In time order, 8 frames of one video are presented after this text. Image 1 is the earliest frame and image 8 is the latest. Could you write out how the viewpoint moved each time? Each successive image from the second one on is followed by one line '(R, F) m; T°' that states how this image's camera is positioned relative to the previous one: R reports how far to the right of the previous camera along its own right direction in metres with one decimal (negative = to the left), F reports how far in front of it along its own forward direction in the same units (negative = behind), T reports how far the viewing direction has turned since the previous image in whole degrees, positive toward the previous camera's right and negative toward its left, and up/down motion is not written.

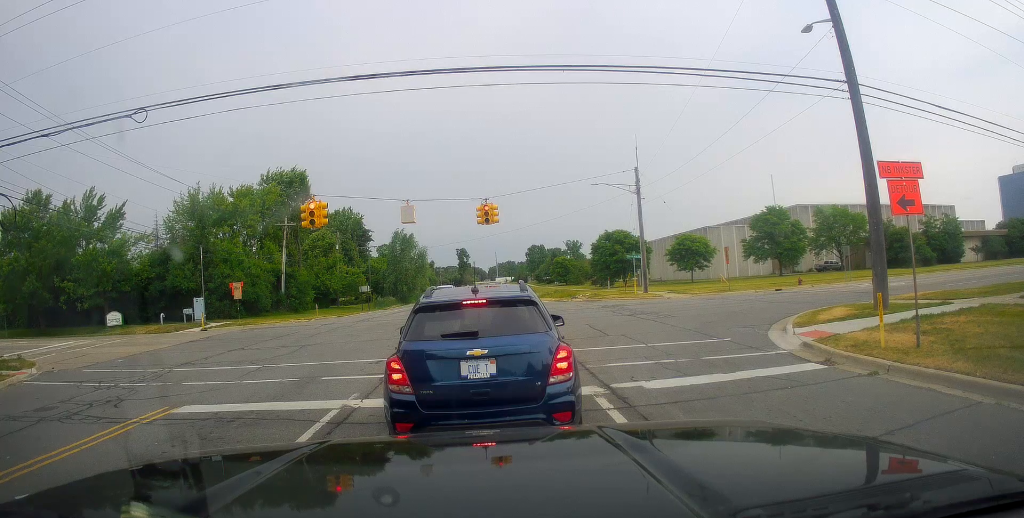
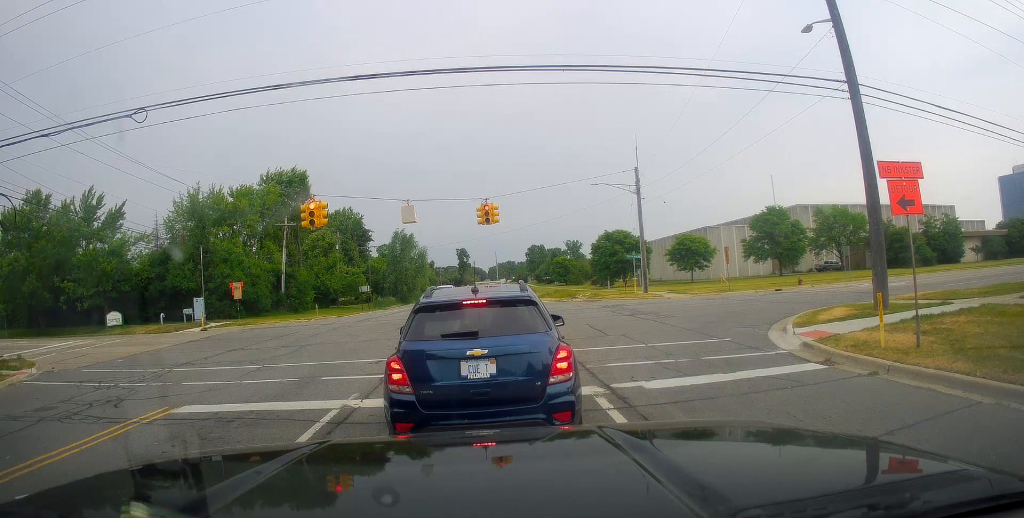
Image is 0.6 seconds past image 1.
(0.0, 0.0) m; 0°
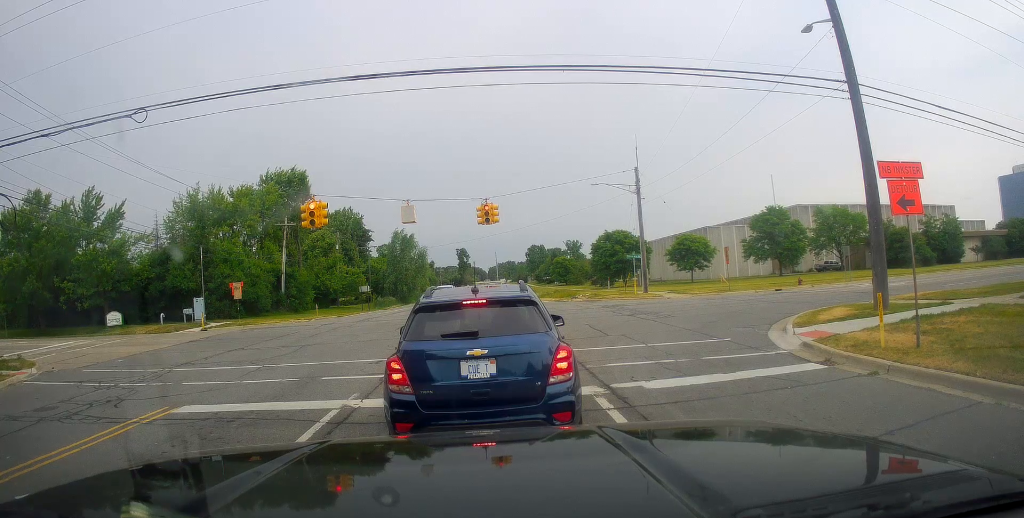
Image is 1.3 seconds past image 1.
(0.0, 0.0) m; 0°
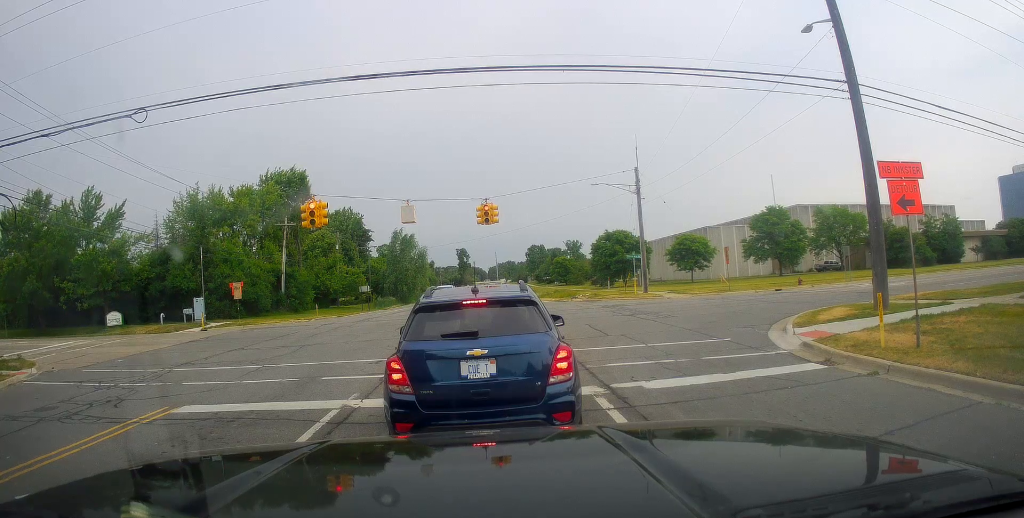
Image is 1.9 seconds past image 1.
(0.0, 0.0) m; 0°
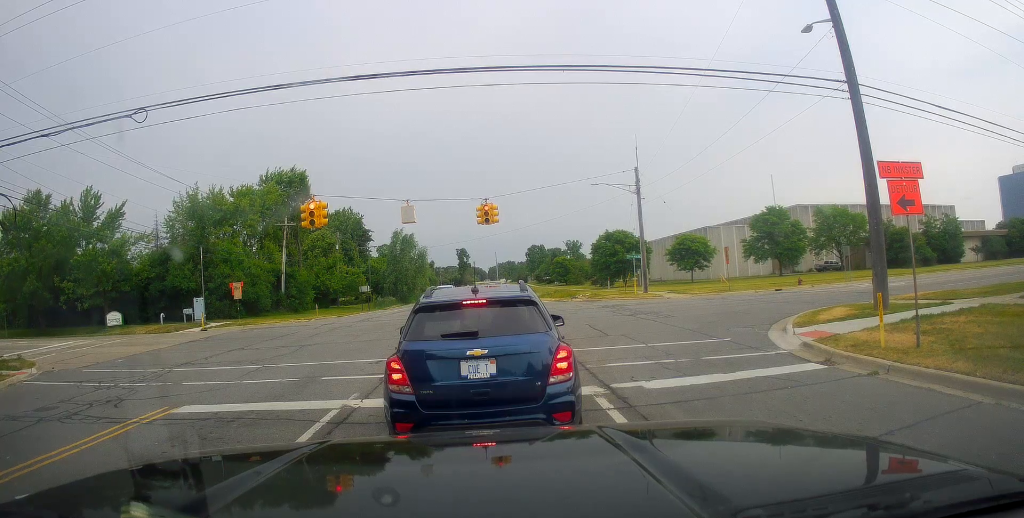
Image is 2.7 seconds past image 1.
(0.0, 0.0) m; 0°
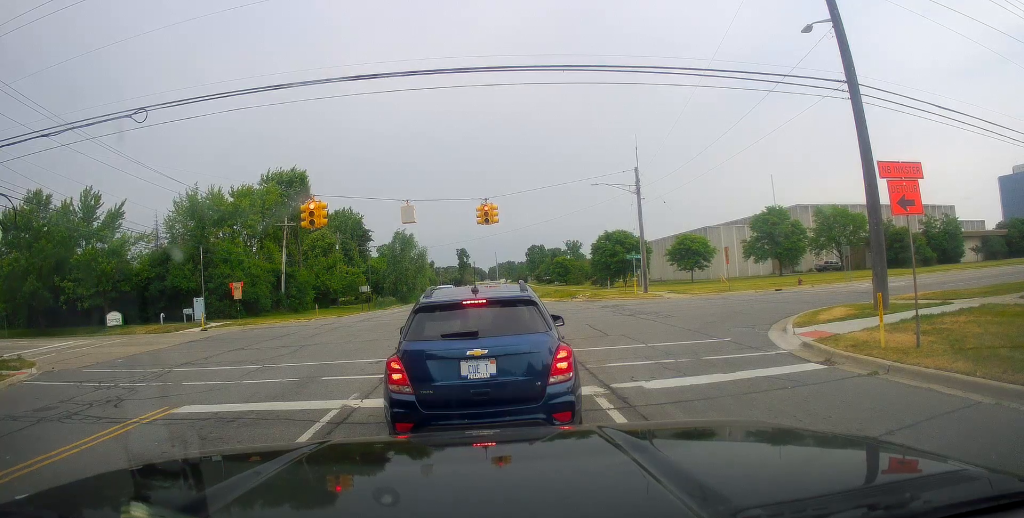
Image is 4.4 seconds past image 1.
(0.0, 0.0) m; 0°
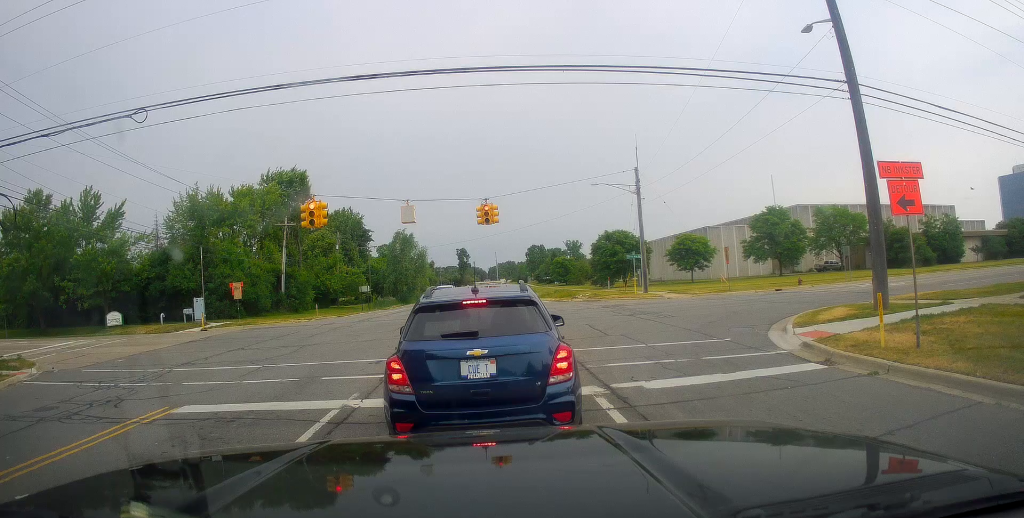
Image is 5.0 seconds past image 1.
(0.0, 0.0) m; 0°
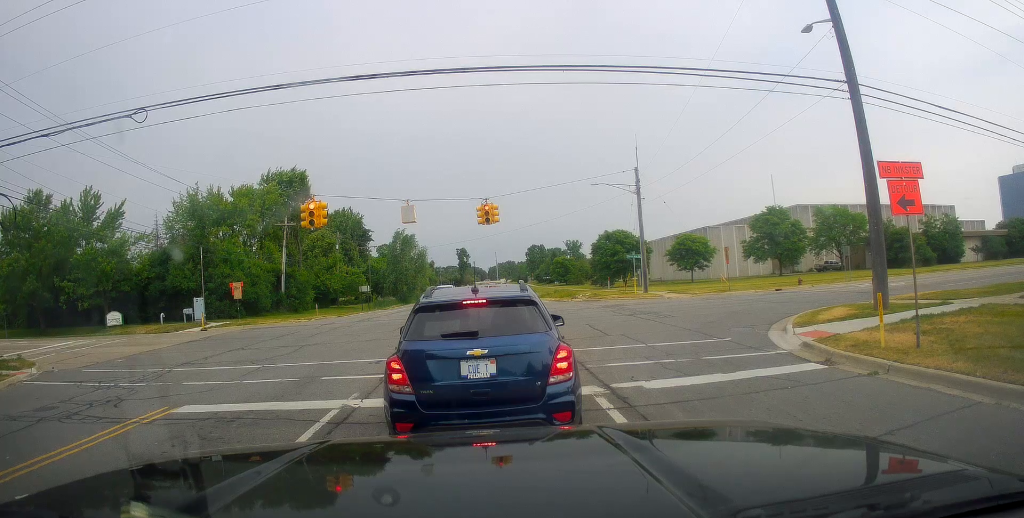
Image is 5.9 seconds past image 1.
(0.0, 0.0) m; 0°
